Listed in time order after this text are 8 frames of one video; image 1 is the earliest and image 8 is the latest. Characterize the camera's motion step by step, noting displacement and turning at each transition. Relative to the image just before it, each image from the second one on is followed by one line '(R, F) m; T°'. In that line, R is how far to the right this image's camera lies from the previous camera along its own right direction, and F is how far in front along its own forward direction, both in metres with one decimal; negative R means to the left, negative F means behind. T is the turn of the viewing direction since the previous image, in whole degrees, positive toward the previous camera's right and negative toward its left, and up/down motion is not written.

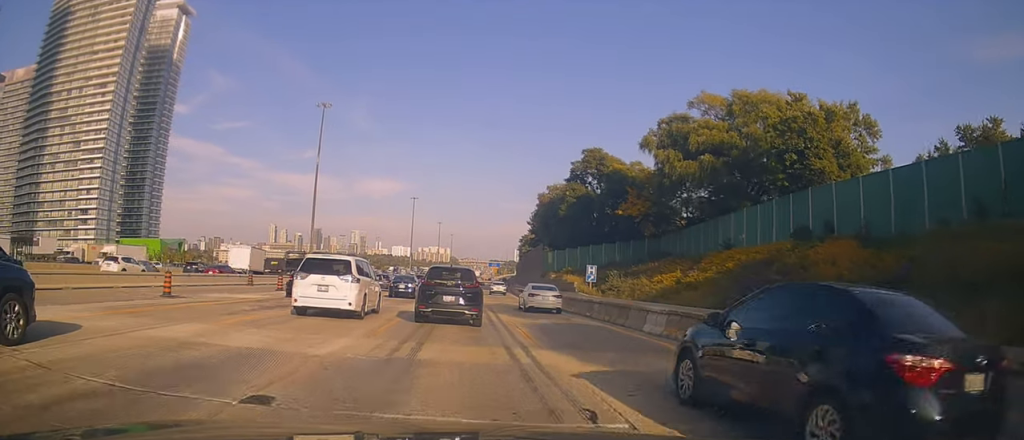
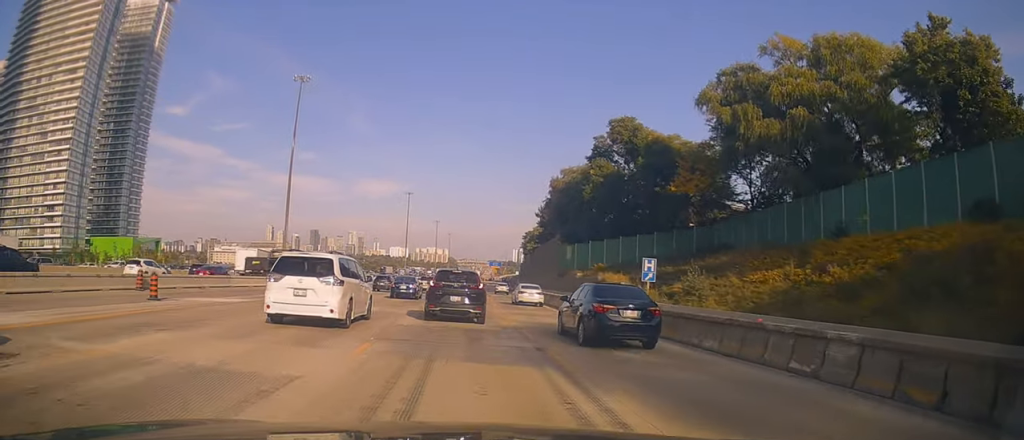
(+0.7, +16.3) m; +6°
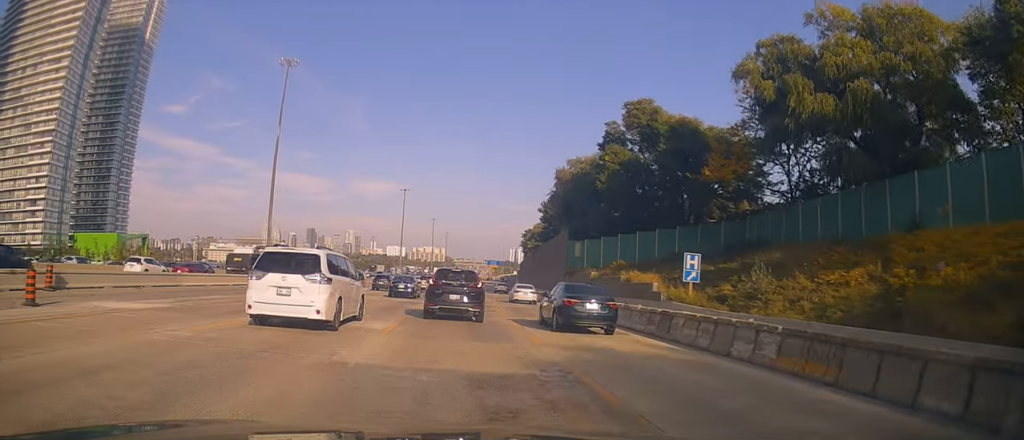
(+0.4, +7.2) m; 0°
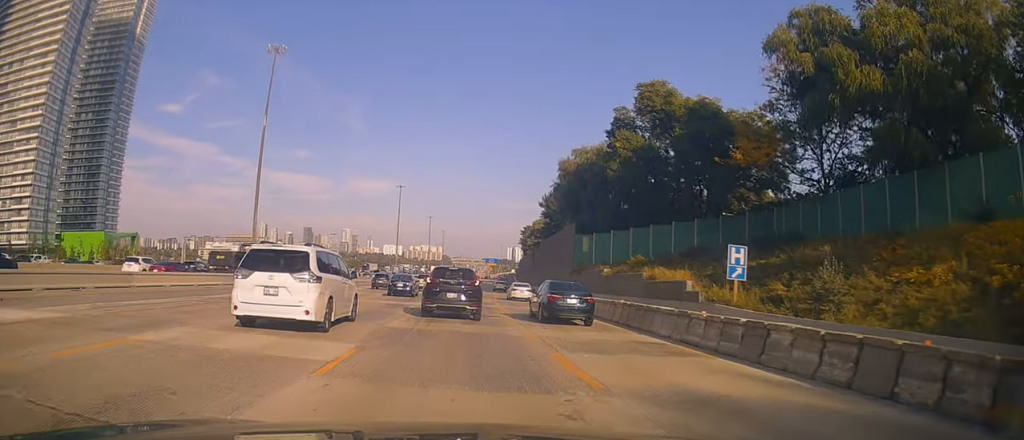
(-0.1, +5.4) m; -1°
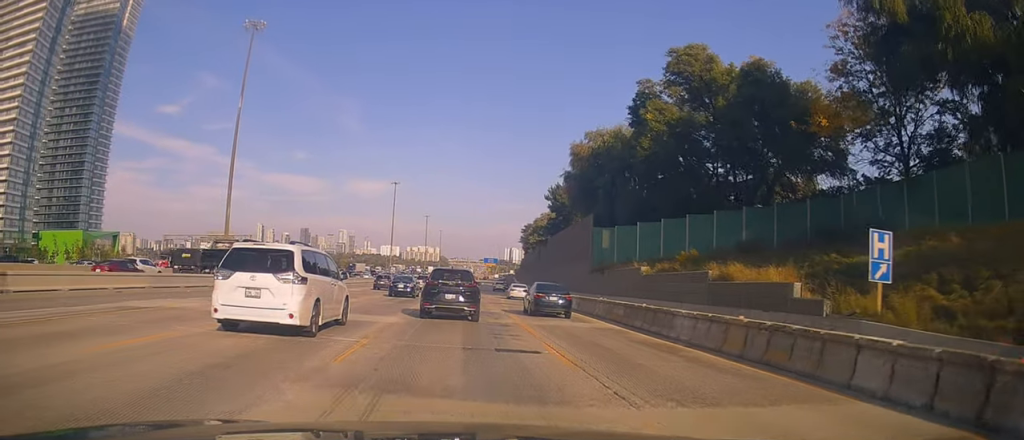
(-0.3, +10.0) m; -2°
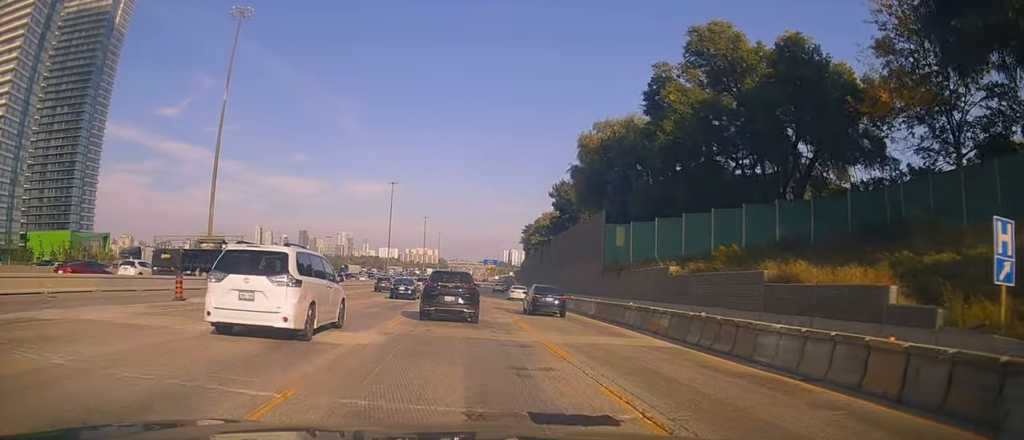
(0.0, +5.2) m; 0°
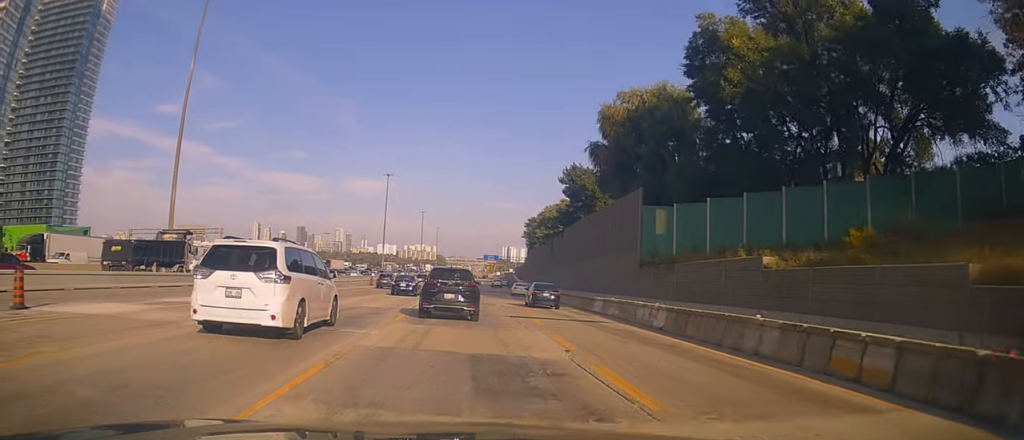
(0.0, +10.1) m; 0°
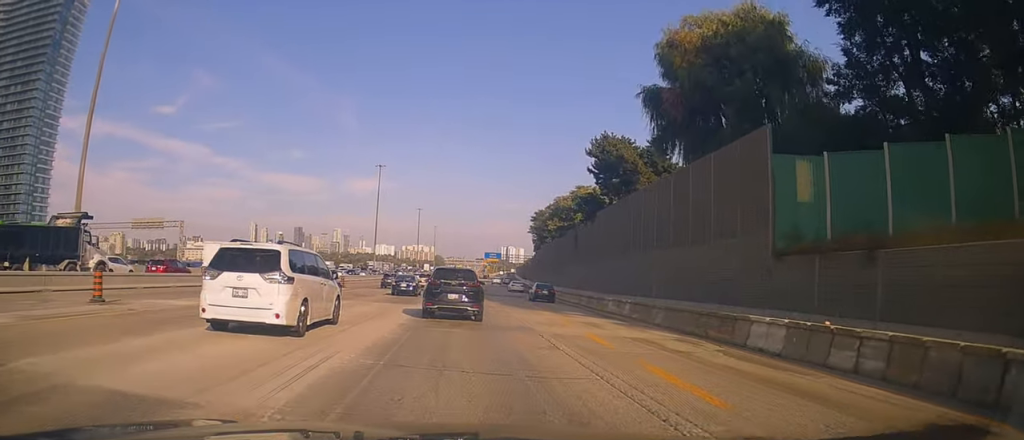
(+0.5, +17.8) m; +4°
